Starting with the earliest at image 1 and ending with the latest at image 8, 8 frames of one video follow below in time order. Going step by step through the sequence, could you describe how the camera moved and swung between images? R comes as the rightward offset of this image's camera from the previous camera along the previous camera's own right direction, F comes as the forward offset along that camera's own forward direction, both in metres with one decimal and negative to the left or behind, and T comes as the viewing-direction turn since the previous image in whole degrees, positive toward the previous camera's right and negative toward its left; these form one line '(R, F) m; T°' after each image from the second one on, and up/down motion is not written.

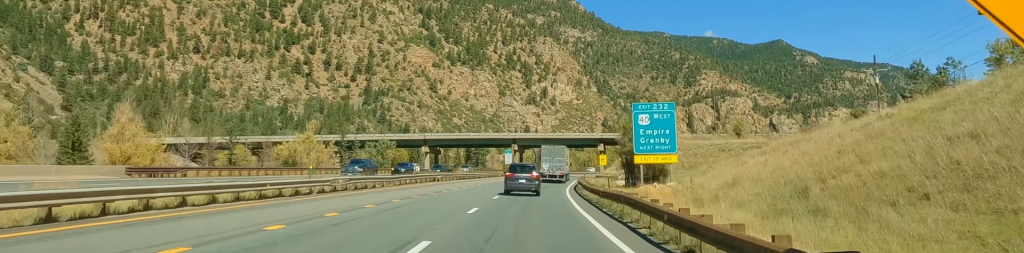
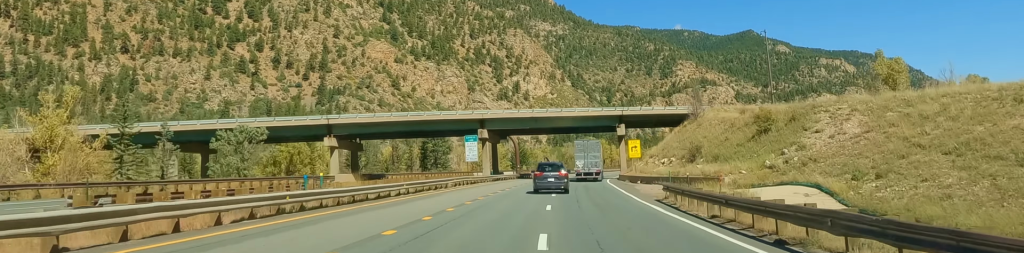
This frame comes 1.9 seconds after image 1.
(+1.8, +58.5) m; +3°
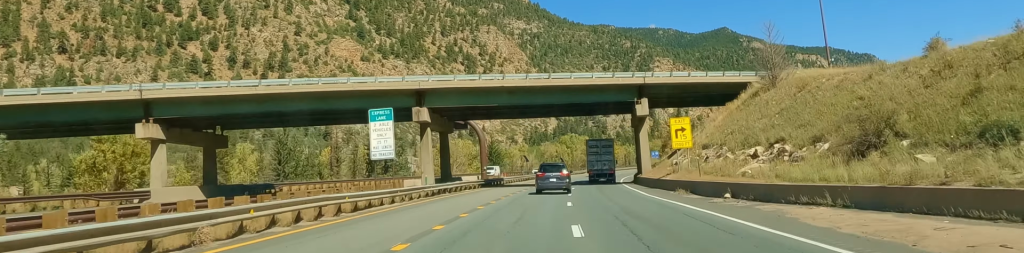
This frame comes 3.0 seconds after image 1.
(+0.6, +35.3) m; +2°
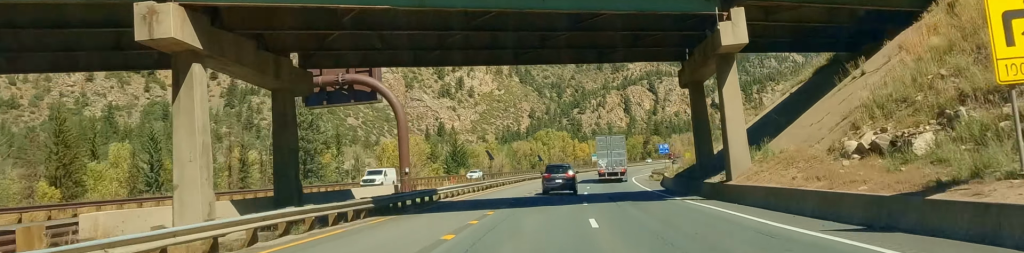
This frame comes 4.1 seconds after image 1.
(+0.1, +34.7) m; +3°
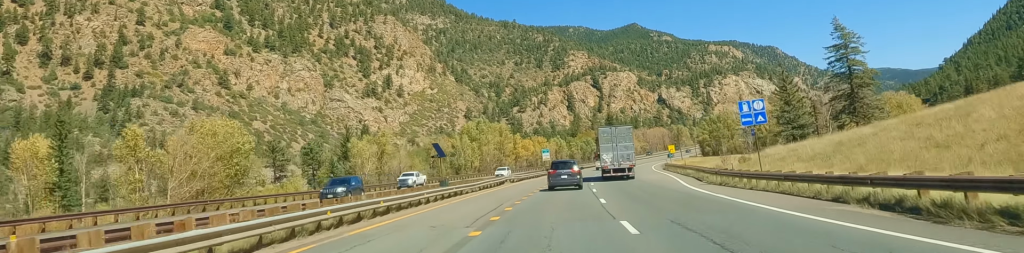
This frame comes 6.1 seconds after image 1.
(+3.2, +64.2) m; +5°
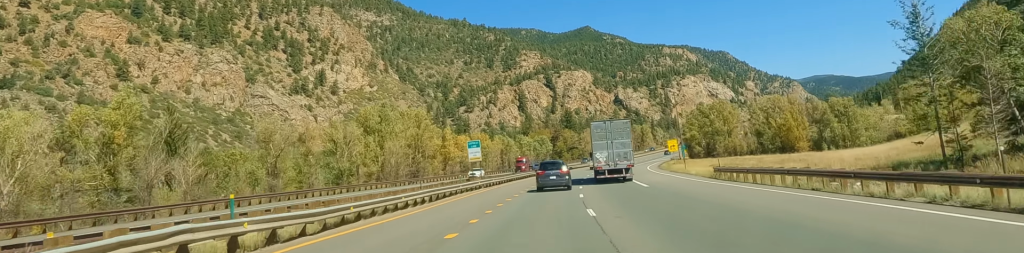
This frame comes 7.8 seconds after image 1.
(+1.7, +55.7) m; +4°
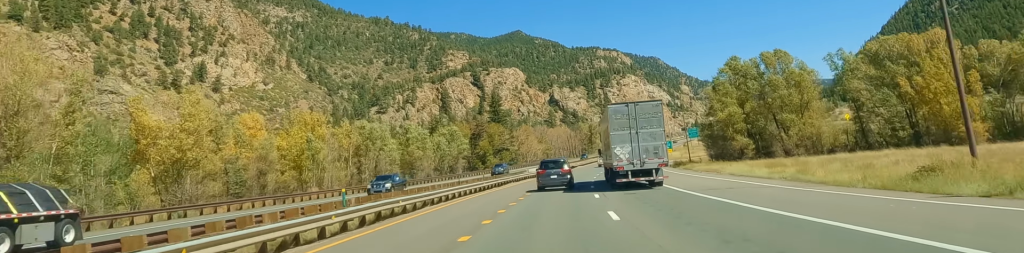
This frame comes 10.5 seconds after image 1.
(+4.5, +87.3) m; +6°
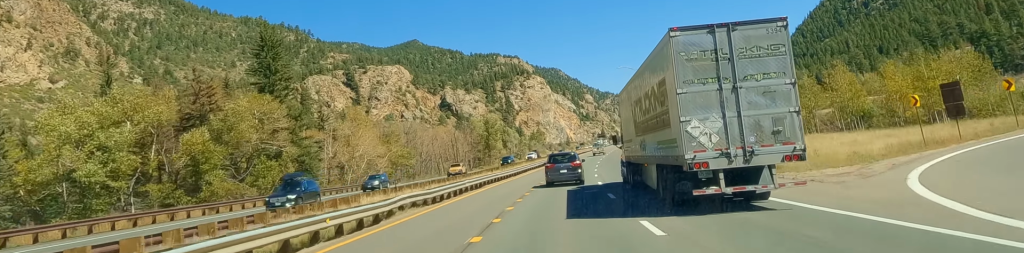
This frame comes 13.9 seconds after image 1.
(+8.7, +114.7) m; +8°
